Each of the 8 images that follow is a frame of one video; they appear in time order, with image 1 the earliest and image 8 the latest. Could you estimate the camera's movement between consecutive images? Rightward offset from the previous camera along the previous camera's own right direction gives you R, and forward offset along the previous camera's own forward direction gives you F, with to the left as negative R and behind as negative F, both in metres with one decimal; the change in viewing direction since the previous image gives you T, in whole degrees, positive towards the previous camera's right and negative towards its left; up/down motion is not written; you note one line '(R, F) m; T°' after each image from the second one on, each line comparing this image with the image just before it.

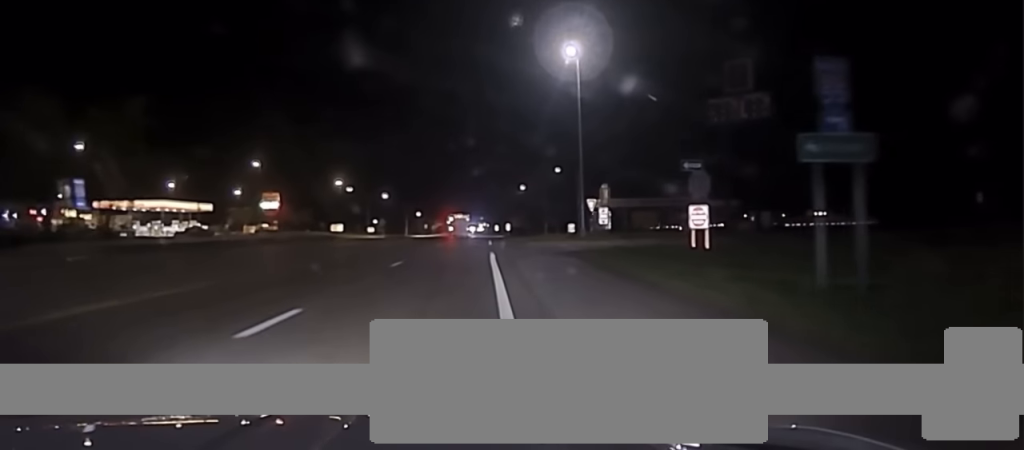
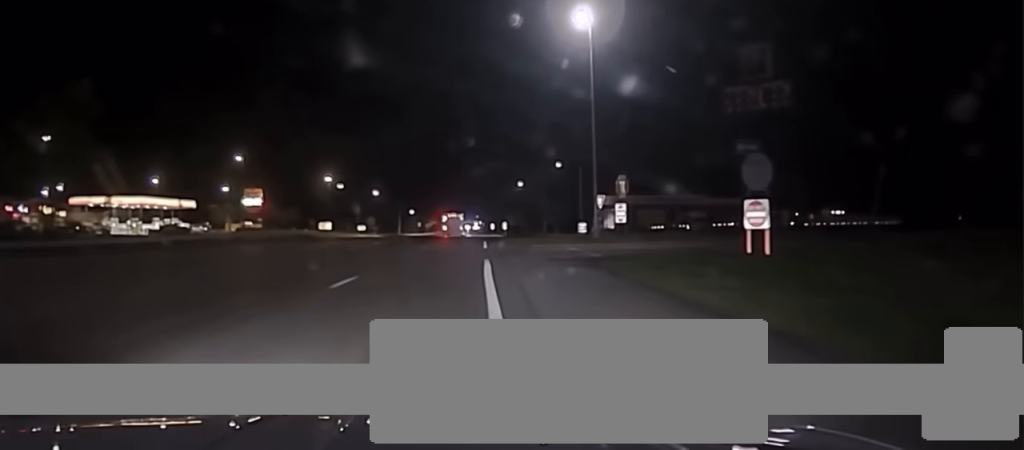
(+0.1, +9.1) m; +1°
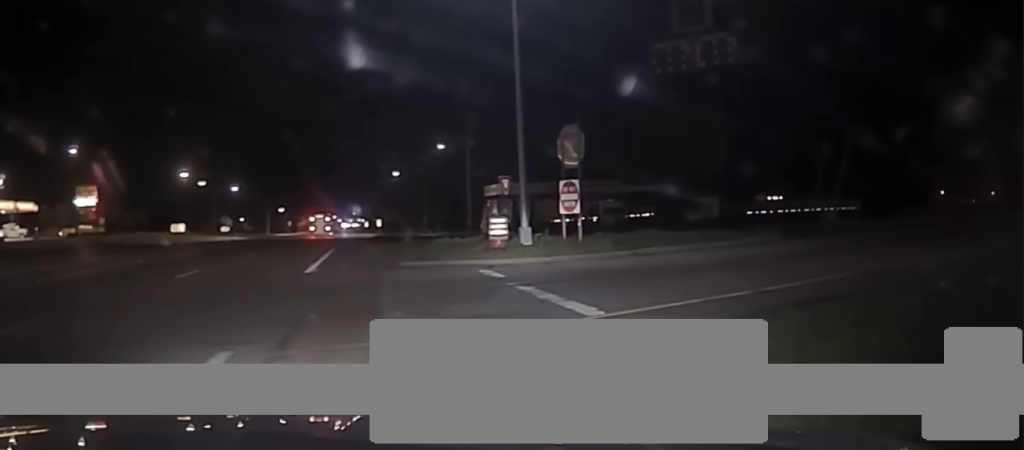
(+1.5, +21.1) m; +11°
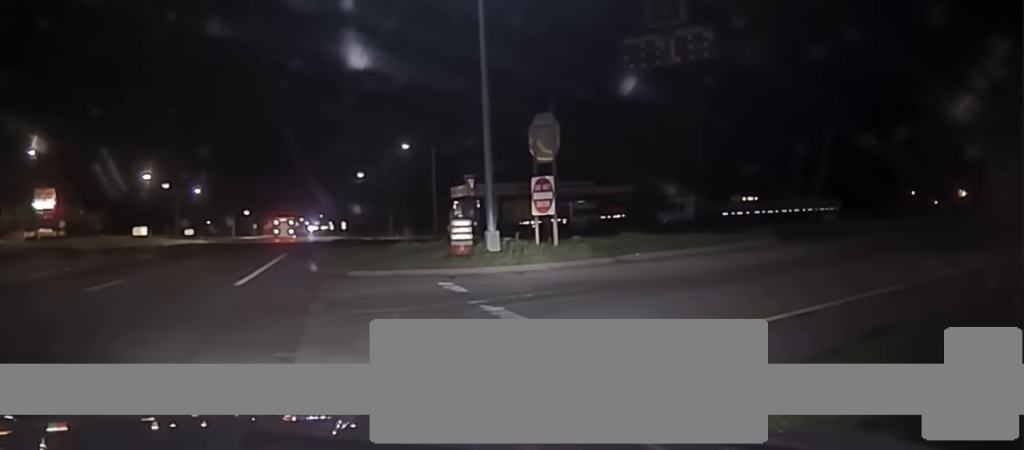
(+0.3, +3.8) m; +1°
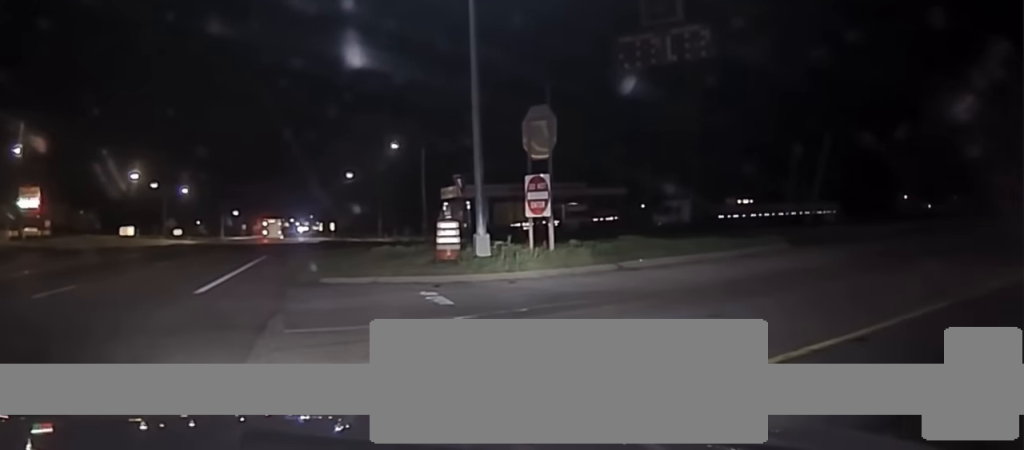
(-0.3, +1.4) m; 0°
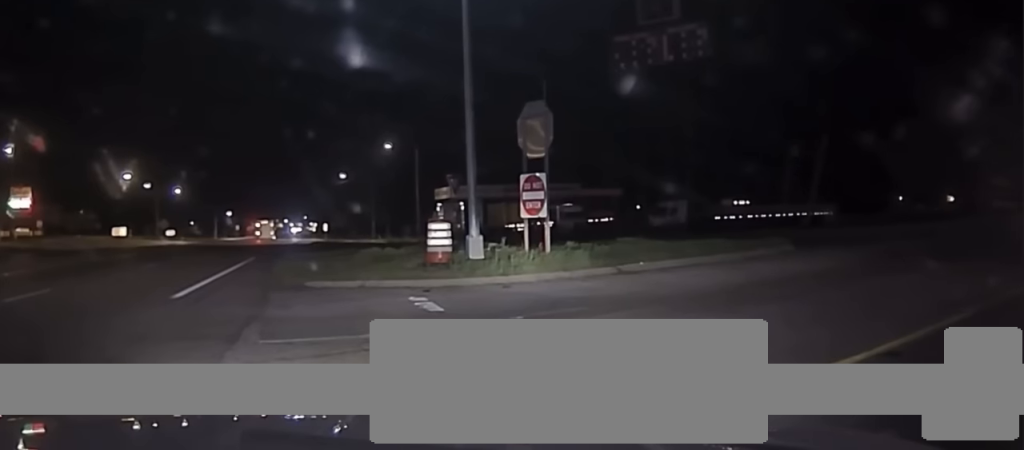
(-0.1, +0.7) m; 0°
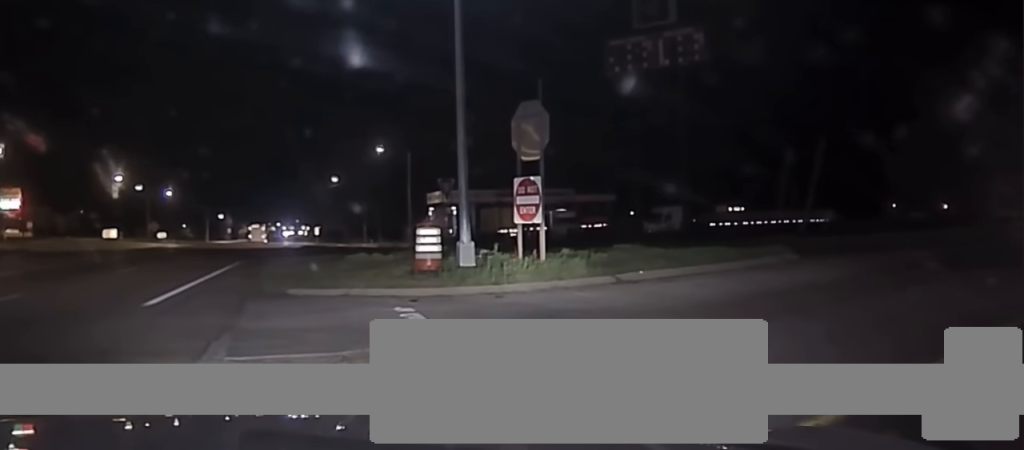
(-0.1, +0.3) m; 0°
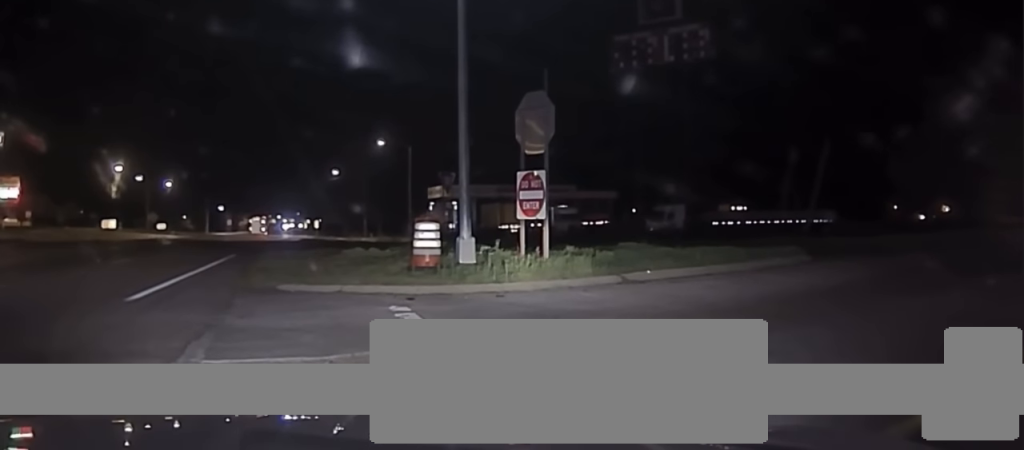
(-0.1, +0.3) m; 0°
